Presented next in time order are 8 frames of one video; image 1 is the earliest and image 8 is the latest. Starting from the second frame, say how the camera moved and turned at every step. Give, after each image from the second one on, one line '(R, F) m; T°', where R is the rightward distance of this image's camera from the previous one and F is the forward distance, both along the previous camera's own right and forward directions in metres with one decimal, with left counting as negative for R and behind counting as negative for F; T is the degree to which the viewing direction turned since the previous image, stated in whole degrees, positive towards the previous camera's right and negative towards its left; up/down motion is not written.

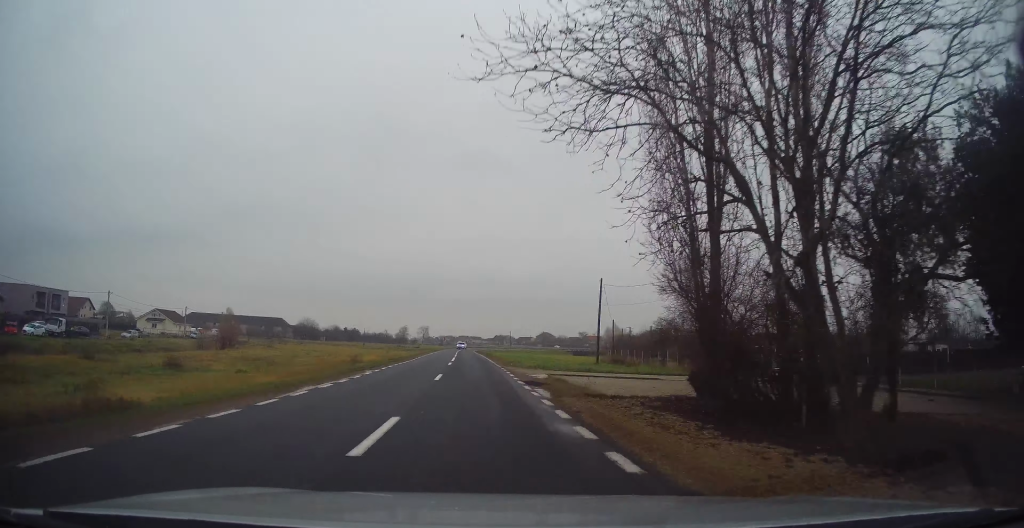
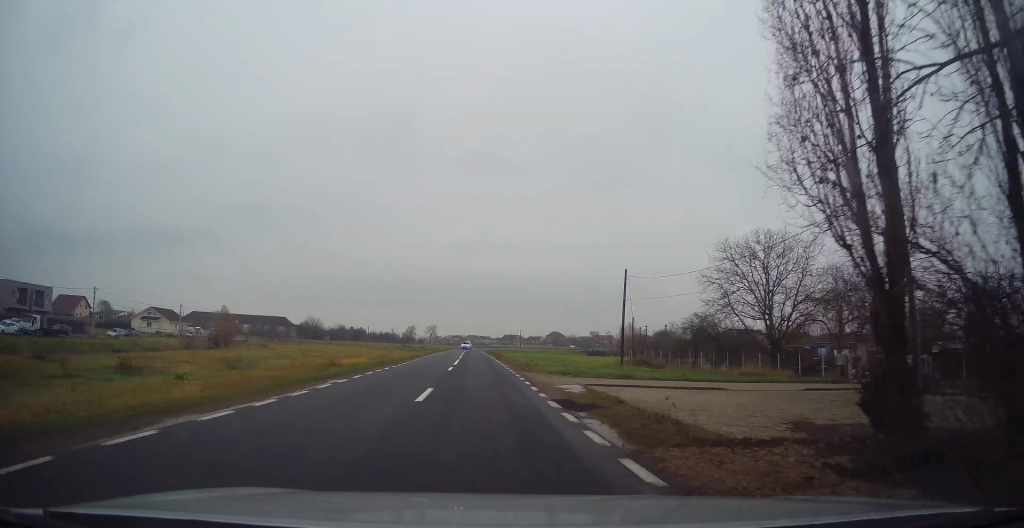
(-0.2, +6.9) m; -2°
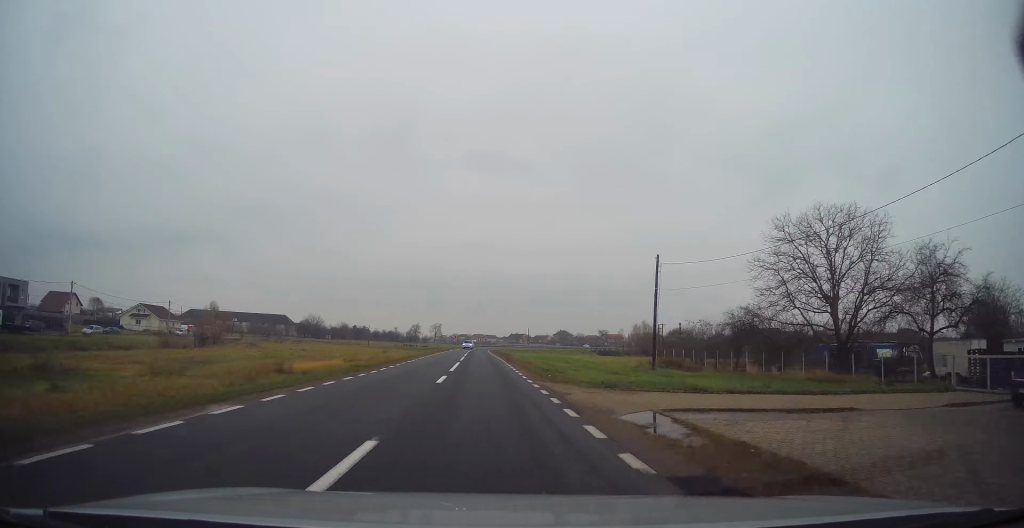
(-0.1, +7.4) m; -1°
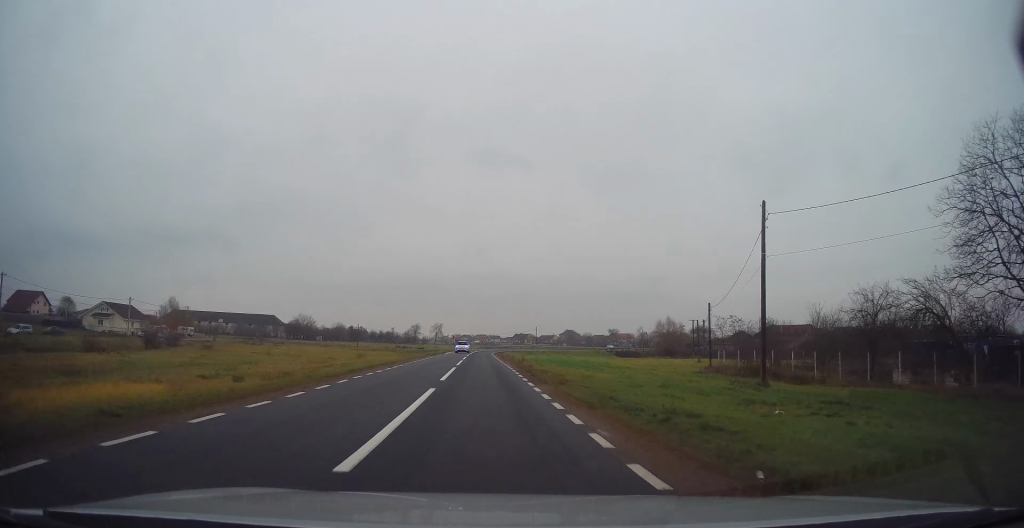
(-0.3, +16.7) m; 0°
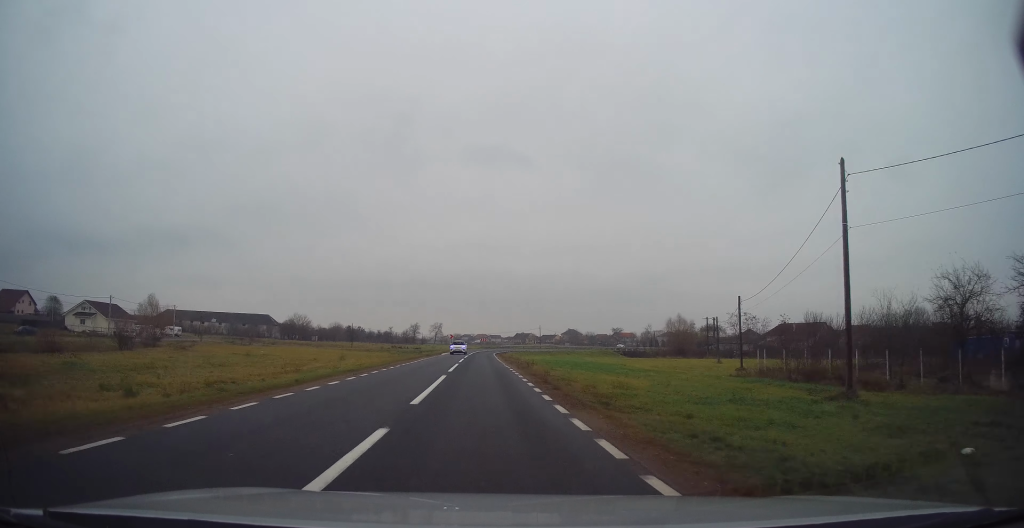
(+0.1, +6.9) m; 0°
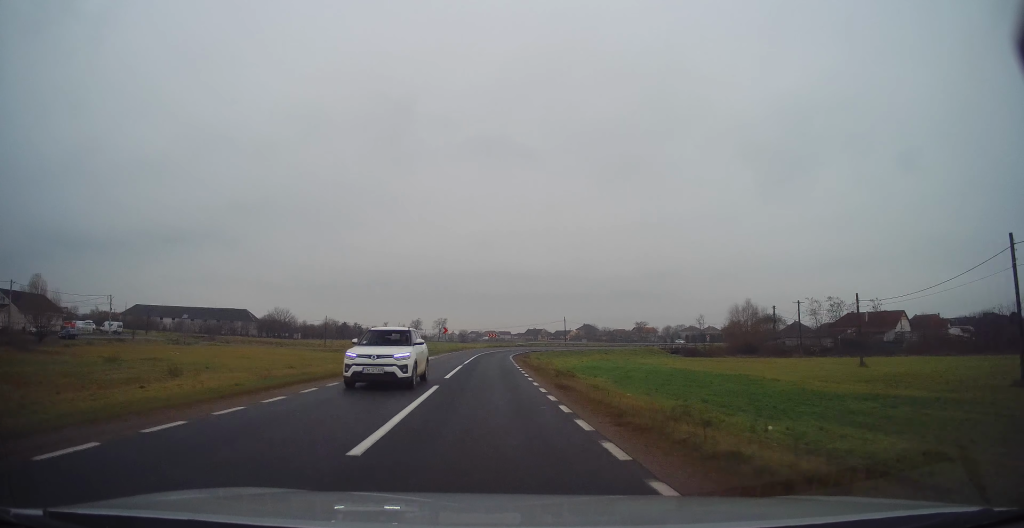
(-0.2, +28.7) m; 0°
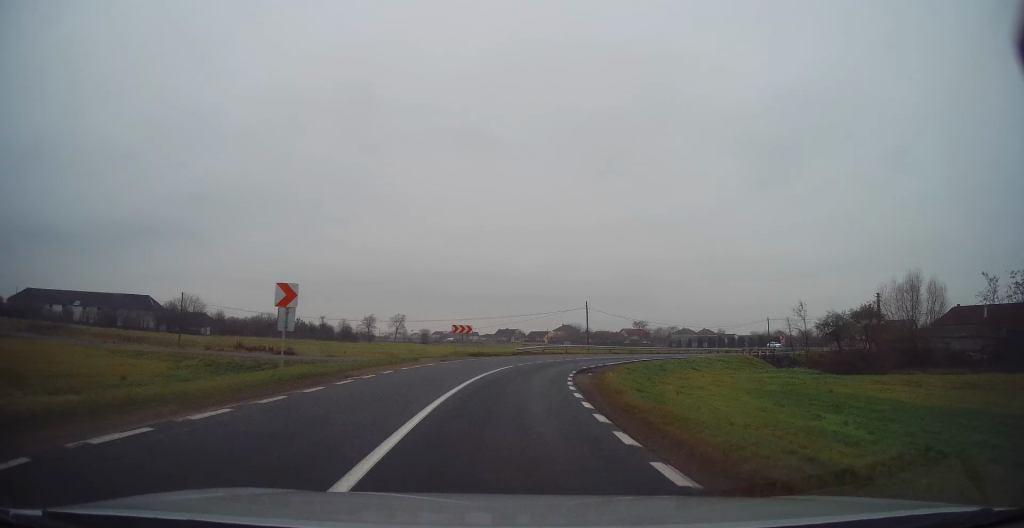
(0.0, +44.1) m; +3°
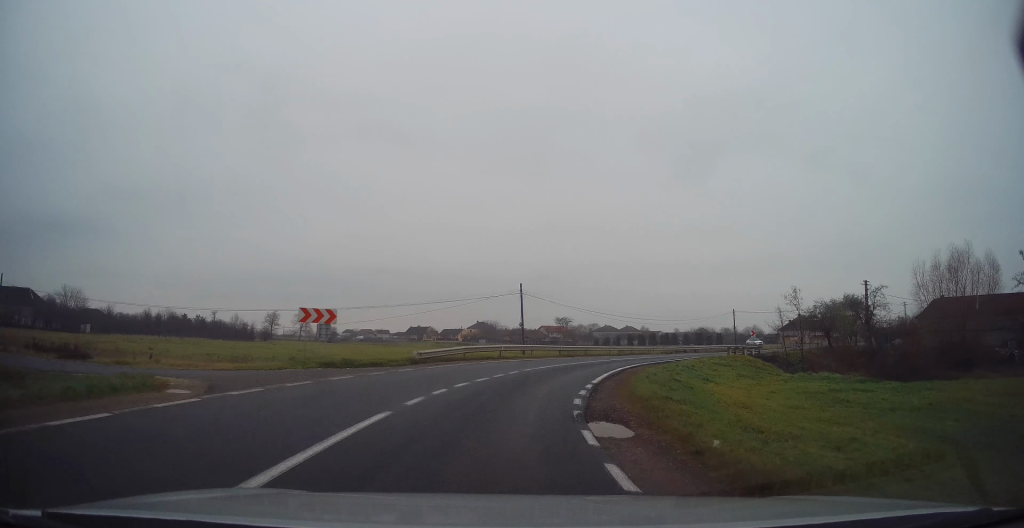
(+0.9, +16.2) m; +10°
